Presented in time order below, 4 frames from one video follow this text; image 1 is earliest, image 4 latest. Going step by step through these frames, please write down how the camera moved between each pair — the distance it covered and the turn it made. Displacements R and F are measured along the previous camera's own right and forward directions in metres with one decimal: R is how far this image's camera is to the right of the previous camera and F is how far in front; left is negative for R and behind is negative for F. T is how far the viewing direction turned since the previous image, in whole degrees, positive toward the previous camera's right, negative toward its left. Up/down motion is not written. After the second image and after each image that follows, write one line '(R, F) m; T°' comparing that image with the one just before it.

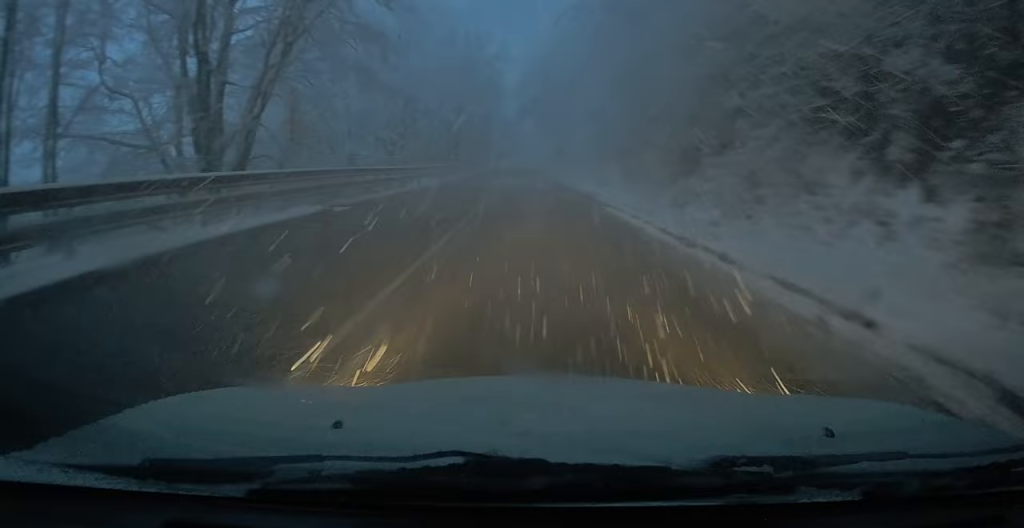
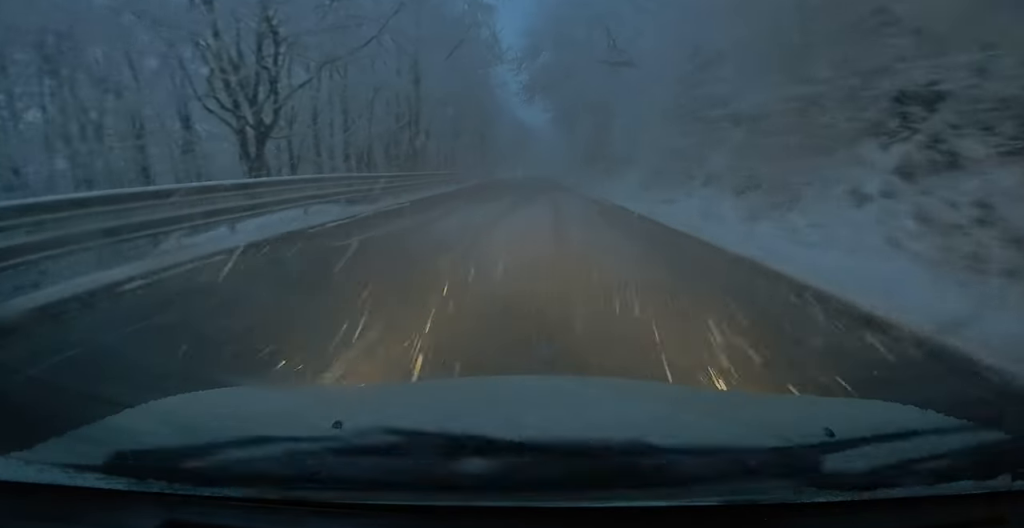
(-0.4, +29.3) m; -3°
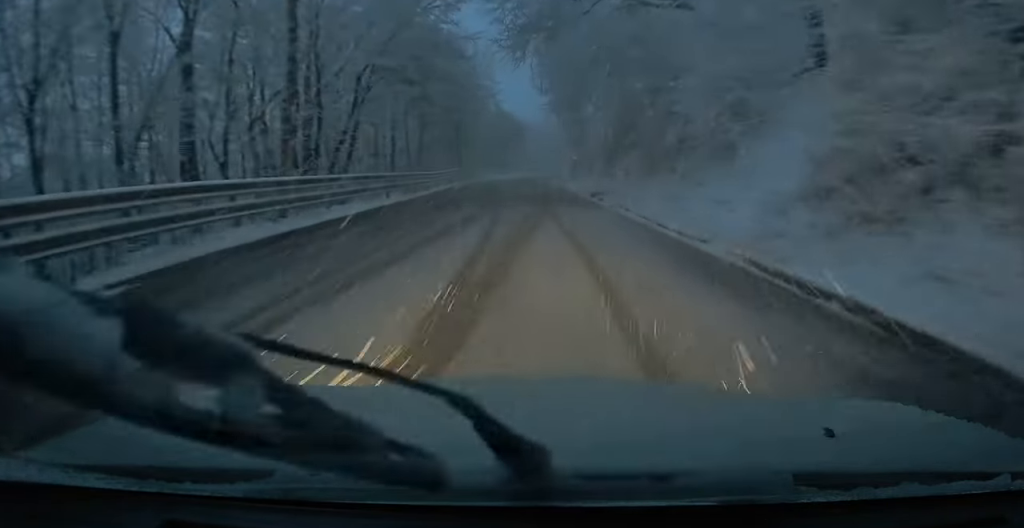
(-0.1, +18.5) m; 0°
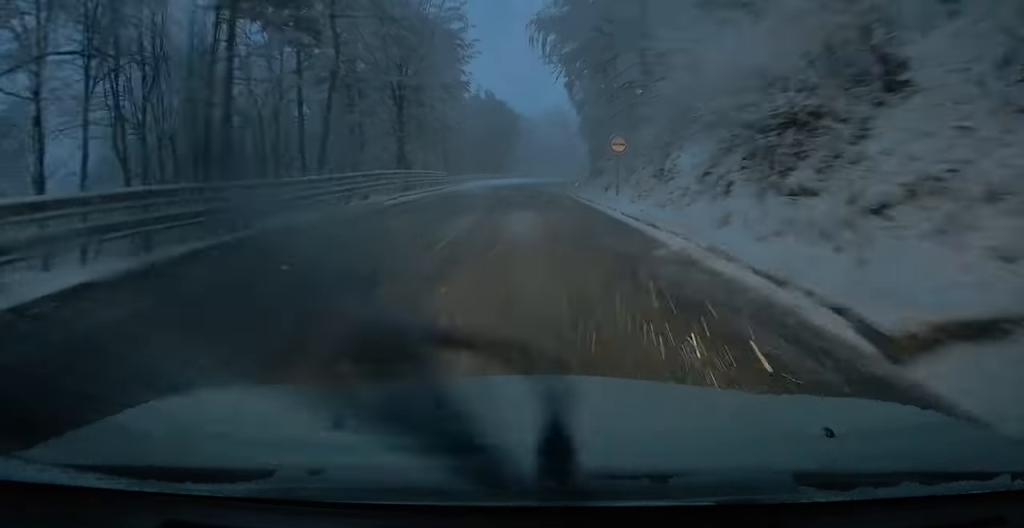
(+1.4, +24.5) m; +3°
